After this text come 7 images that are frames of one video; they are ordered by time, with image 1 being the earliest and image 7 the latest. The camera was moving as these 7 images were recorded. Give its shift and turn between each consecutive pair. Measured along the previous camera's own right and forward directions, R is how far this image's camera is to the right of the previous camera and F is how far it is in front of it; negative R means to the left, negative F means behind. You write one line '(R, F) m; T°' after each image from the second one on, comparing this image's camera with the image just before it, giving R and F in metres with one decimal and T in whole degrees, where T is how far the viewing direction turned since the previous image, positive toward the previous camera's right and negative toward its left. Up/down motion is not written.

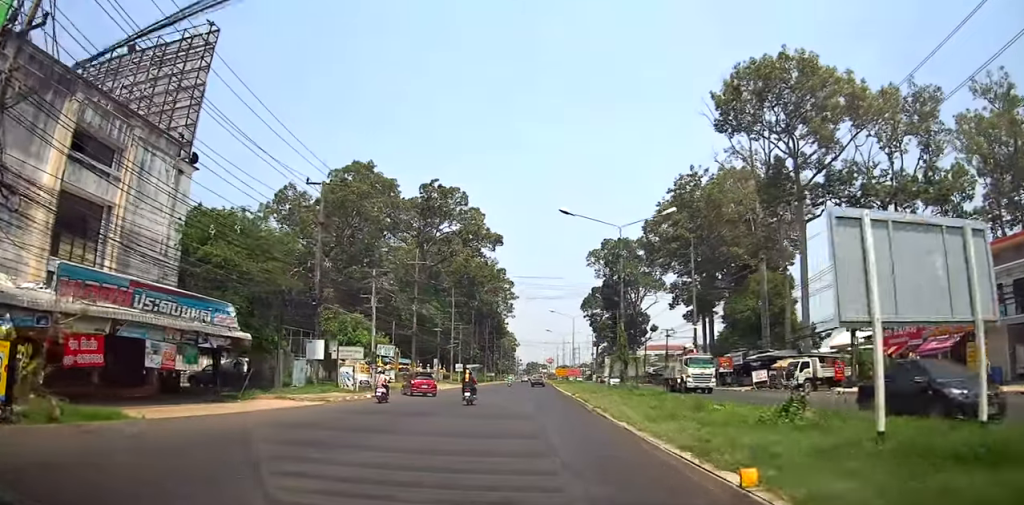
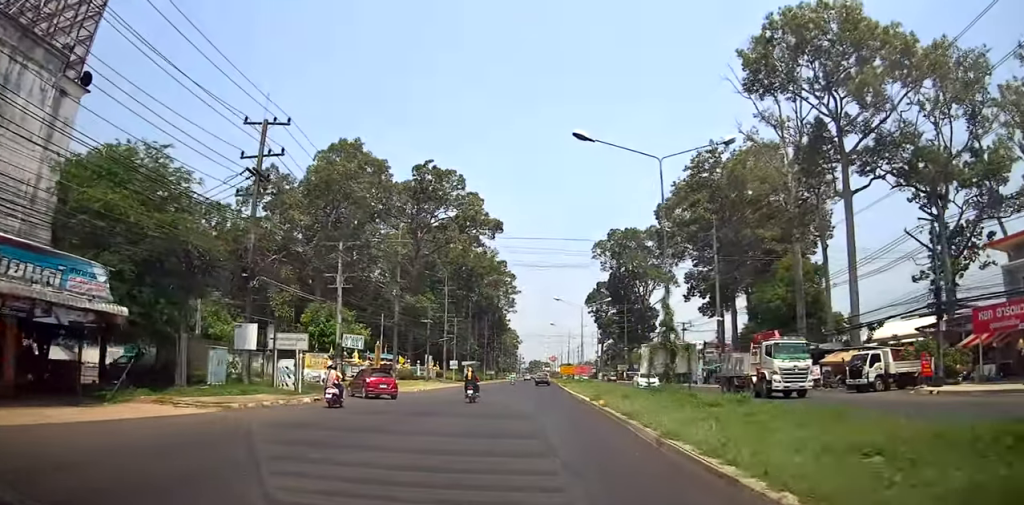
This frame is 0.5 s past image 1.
(+0.1, +9.3) m; -1°
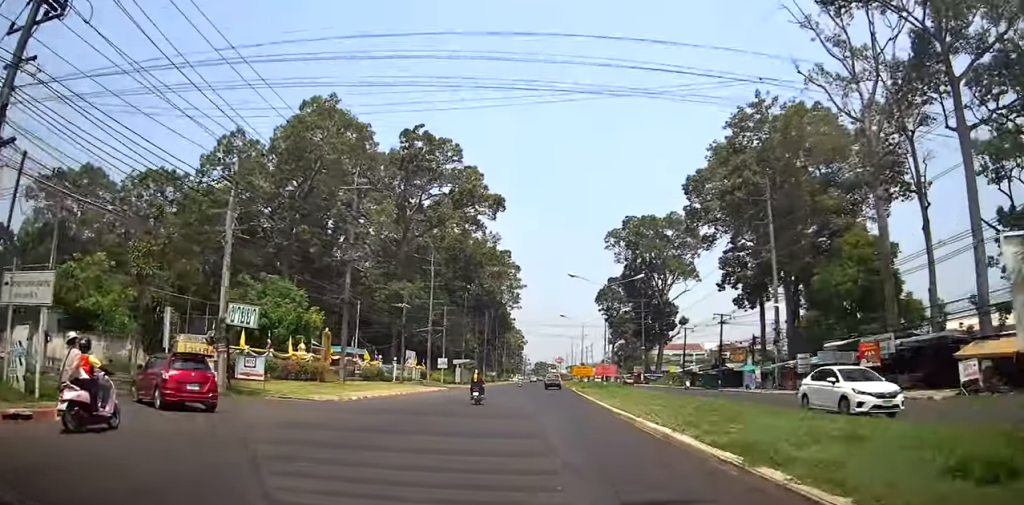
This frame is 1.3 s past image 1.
(-0.4, +15.9) m; -1°
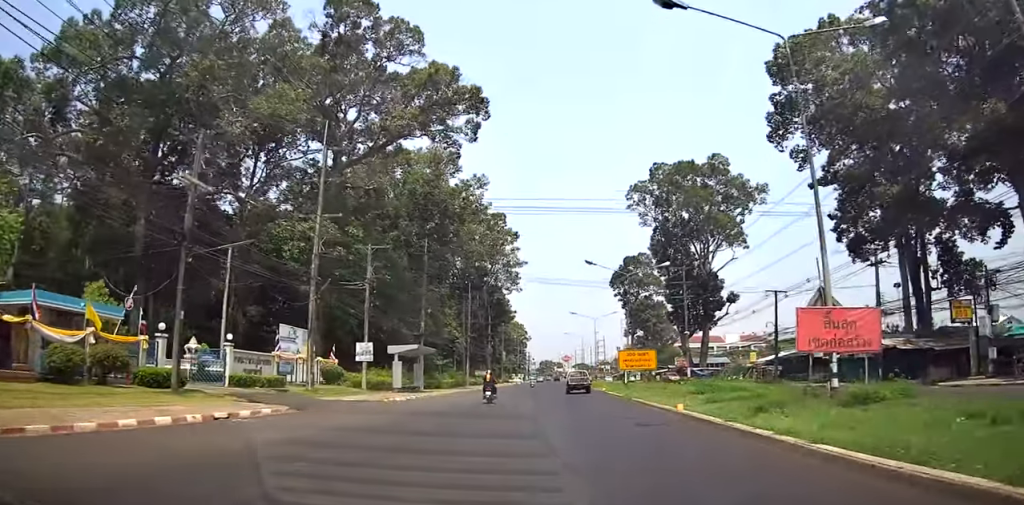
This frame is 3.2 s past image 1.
(0.0, +35.2) m; +1°
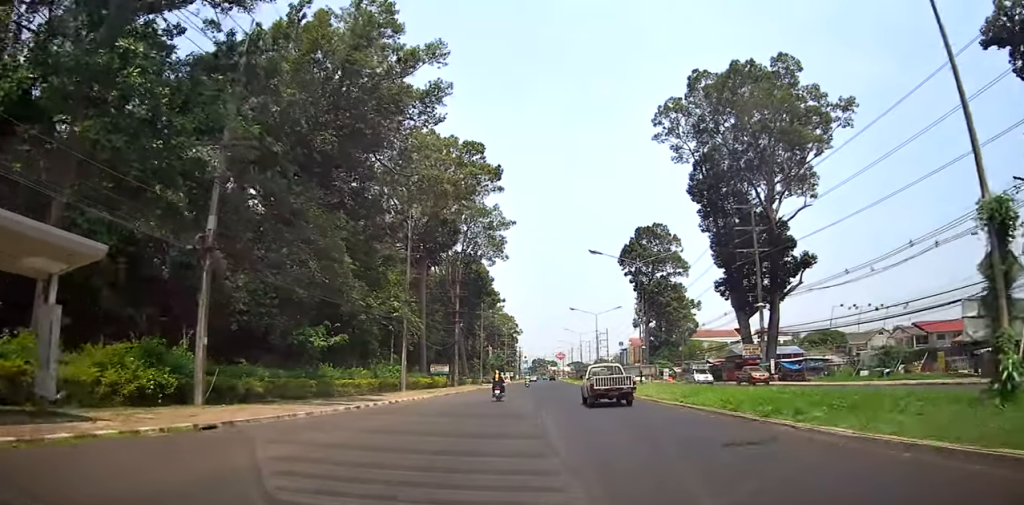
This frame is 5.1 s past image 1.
(+0.7, +36.2) m; +2°
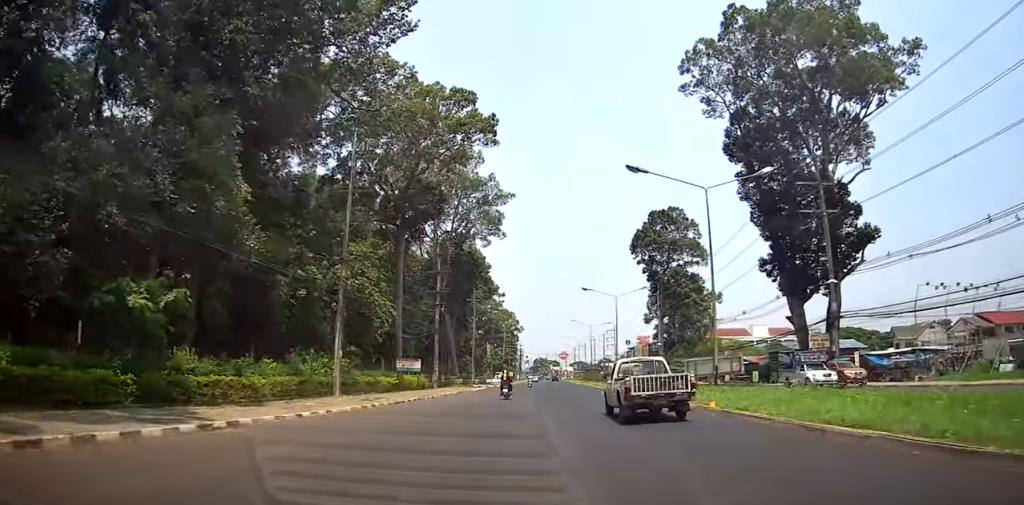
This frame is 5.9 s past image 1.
(+0.1, +16.2) m; 0°
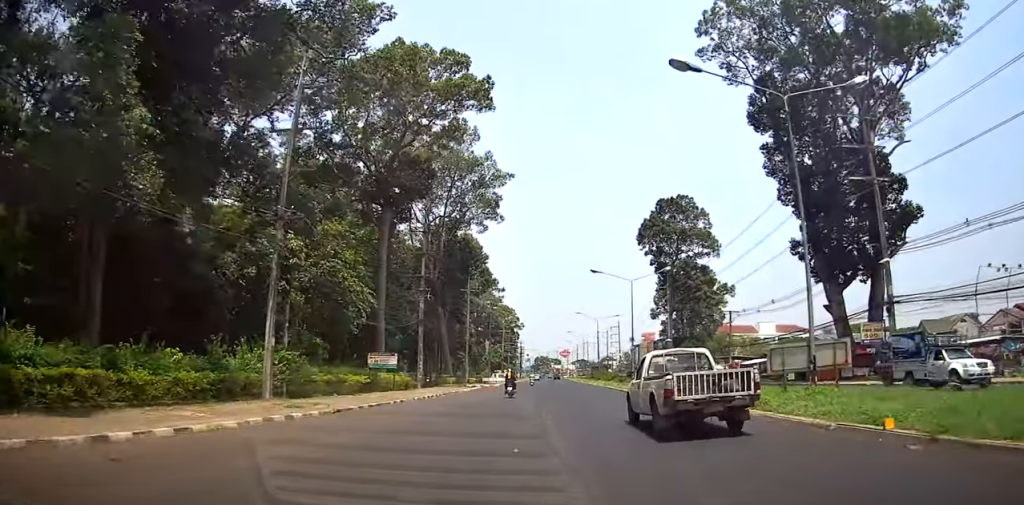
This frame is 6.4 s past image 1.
(+0.1, +8.5) m; 0°
